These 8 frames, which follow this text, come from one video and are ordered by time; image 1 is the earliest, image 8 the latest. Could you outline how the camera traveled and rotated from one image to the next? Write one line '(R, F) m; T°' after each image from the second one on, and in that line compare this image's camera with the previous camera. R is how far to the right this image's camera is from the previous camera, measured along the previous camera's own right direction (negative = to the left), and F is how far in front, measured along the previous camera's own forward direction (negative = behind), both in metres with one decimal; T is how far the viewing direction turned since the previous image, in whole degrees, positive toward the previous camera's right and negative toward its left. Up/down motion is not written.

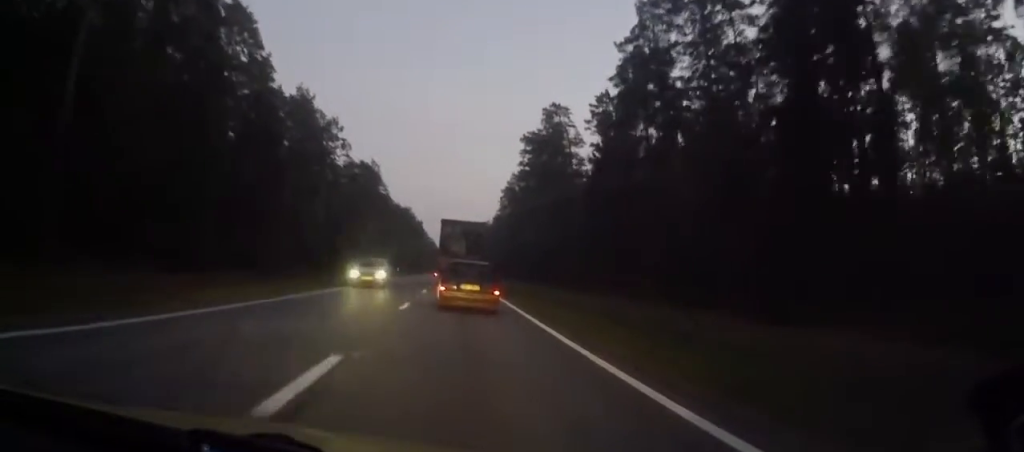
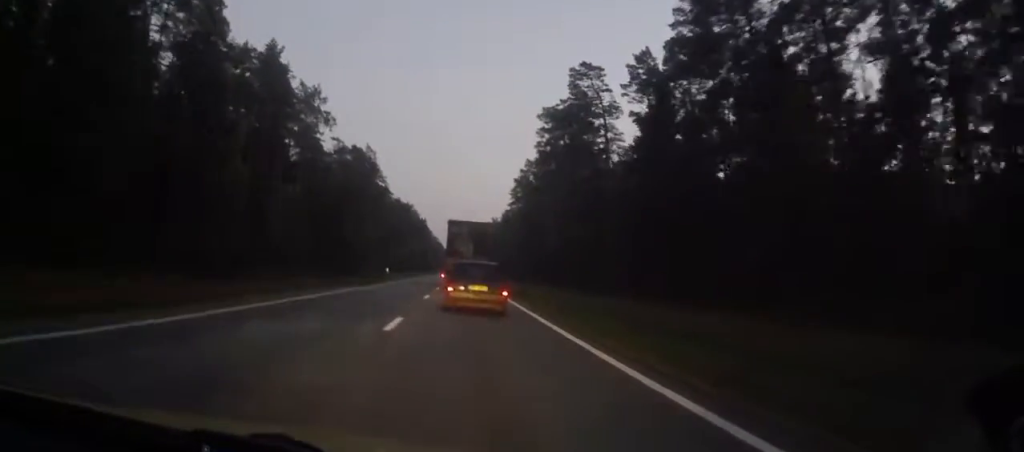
(0.0, +17.5) m; -1°
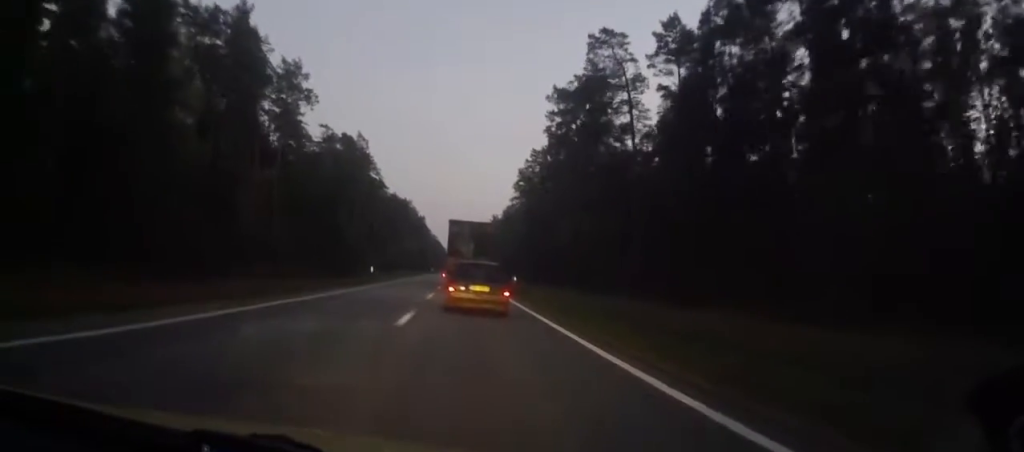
(+0.1, +10.4) m; 0°
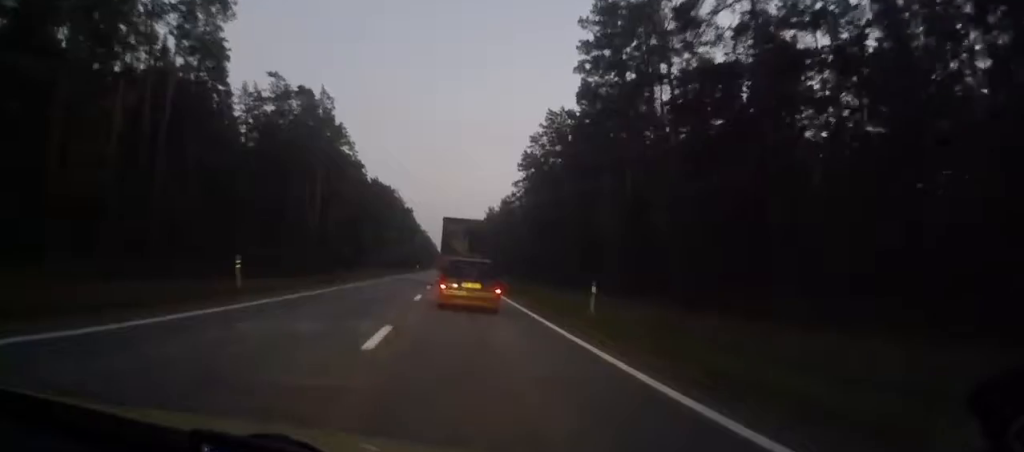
(-0.2, +28.0) m; 0°
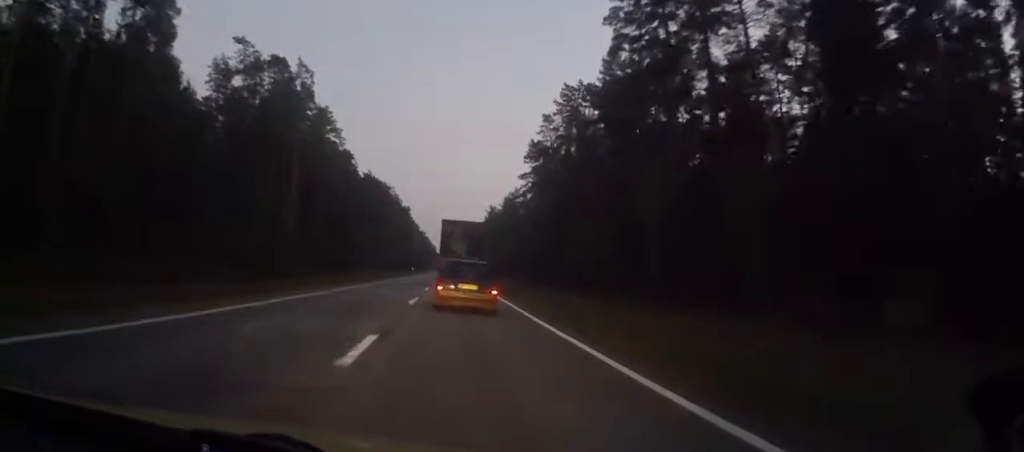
(+0.1, +13.6) m; 0°
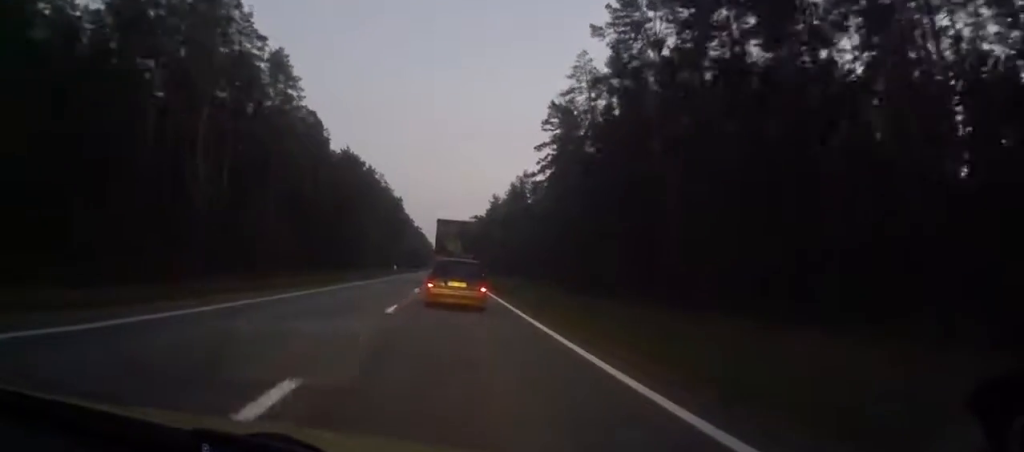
(+0.1, +28.6) m; 0°
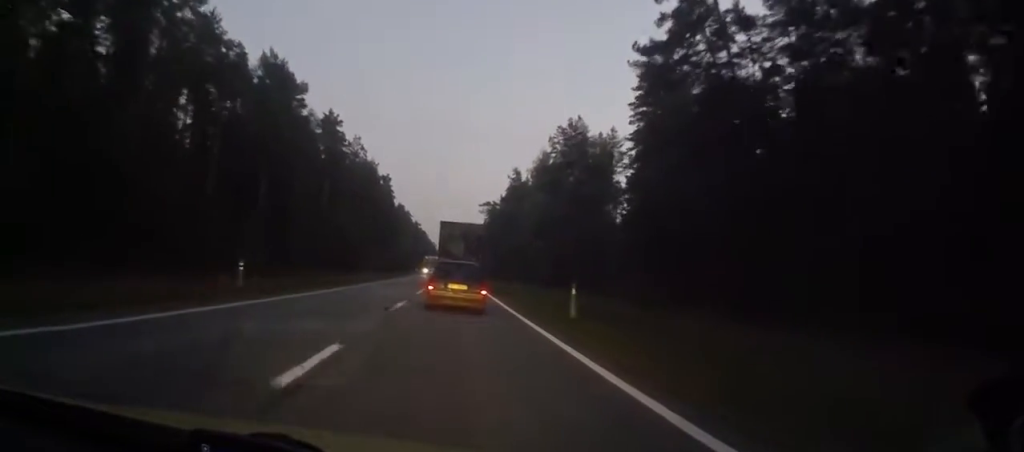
(0.0, +55.6) m; 0°
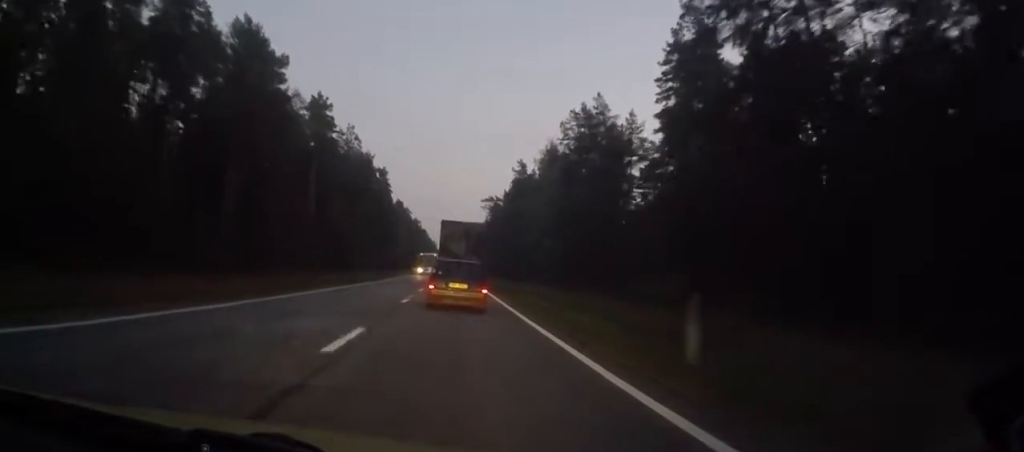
(0.0, +9.4) m; 0°
